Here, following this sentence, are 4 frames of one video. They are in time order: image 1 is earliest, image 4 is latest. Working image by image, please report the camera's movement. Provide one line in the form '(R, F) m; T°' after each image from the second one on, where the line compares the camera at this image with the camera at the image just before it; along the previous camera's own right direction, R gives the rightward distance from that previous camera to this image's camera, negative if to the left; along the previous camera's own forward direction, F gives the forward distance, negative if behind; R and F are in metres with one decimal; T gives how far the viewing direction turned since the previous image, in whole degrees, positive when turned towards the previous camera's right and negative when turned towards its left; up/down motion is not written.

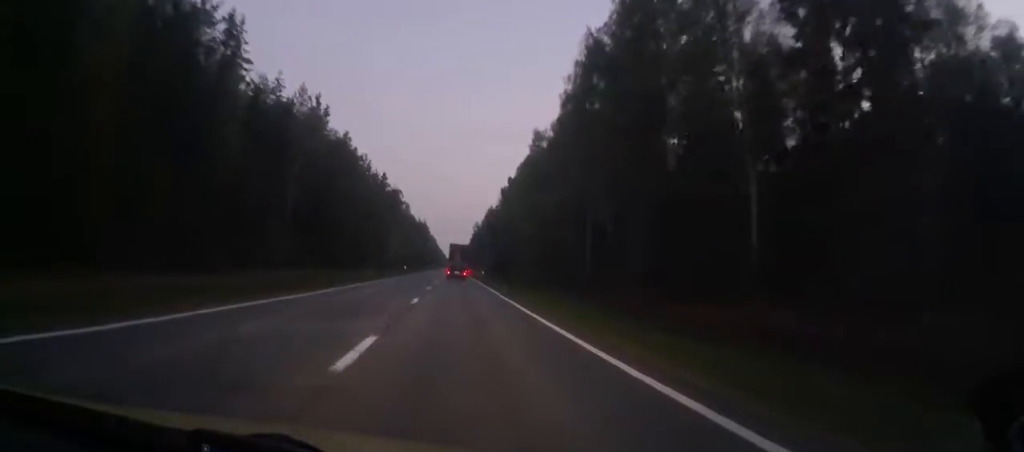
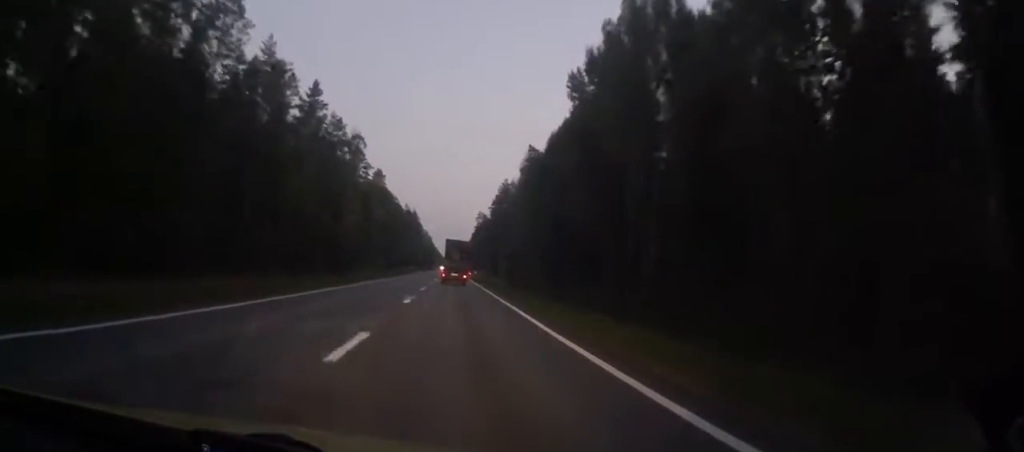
(+0.6, +85.8) m; 0°
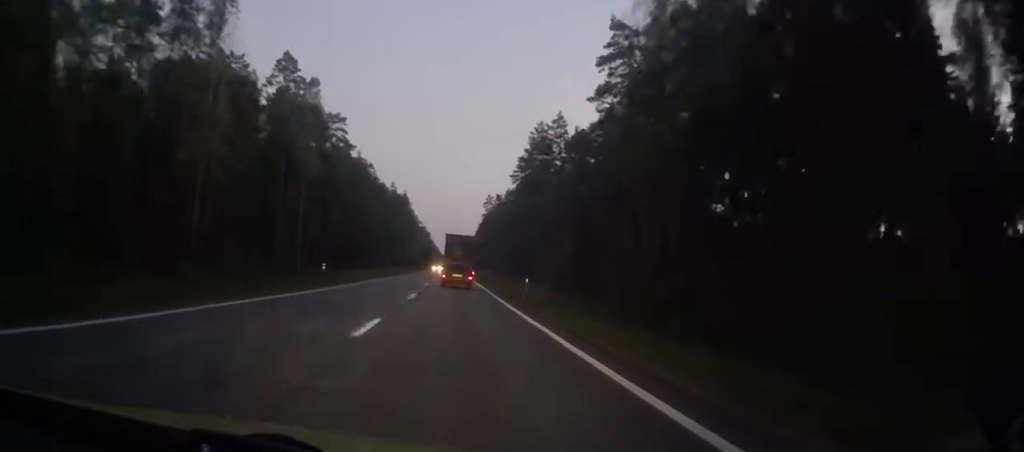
(-0.1, +71.2) m; 0°
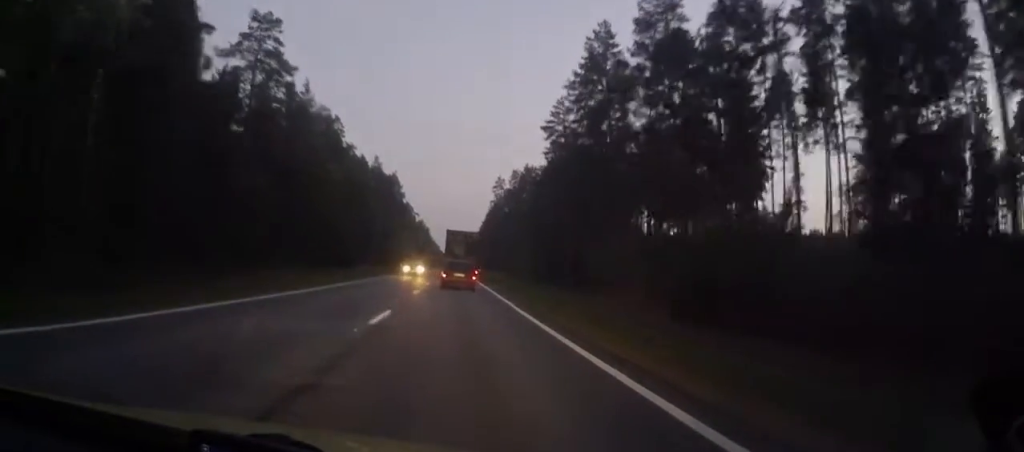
(+0.1, +46.8) m; 0°
